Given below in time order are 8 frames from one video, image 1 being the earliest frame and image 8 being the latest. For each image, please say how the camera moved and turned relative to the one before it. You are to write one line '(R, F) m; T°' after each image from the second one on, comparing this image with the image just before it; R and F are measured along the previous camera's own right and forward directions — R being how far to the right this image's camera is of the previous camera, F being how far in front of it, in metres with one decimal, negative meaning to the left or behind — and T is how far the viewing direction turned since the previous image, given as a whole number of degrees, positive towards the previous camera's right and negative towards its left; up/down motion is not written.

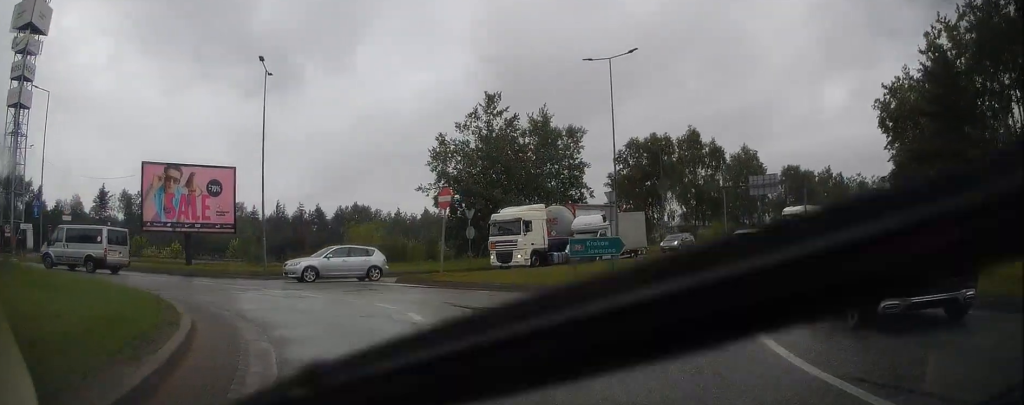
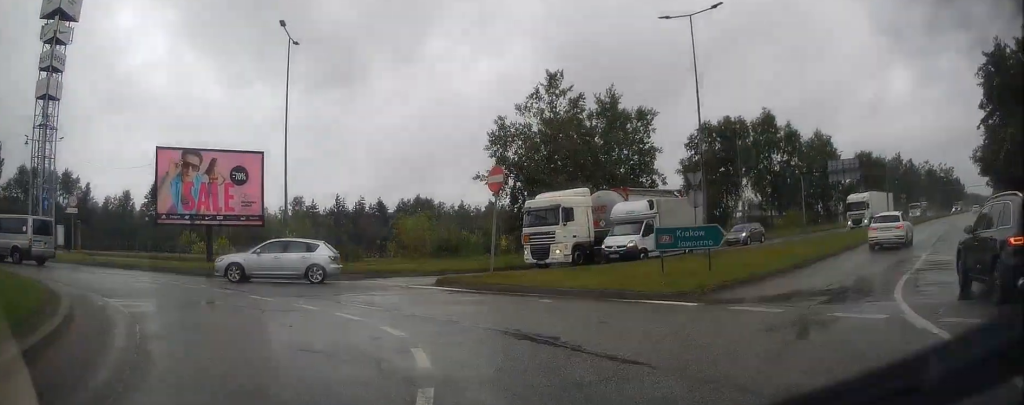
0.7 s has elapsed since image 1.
(0.0, +4.9) m; -11°
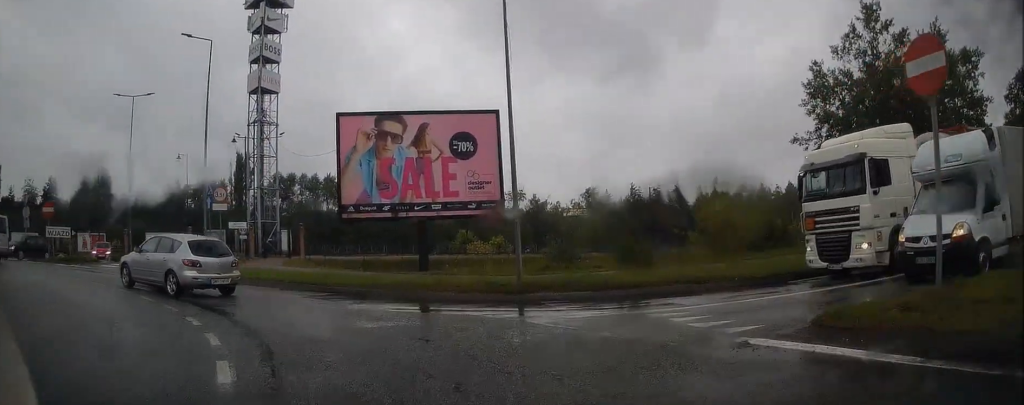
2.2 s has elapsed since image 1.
(-3.8, +10.6) m; -39°
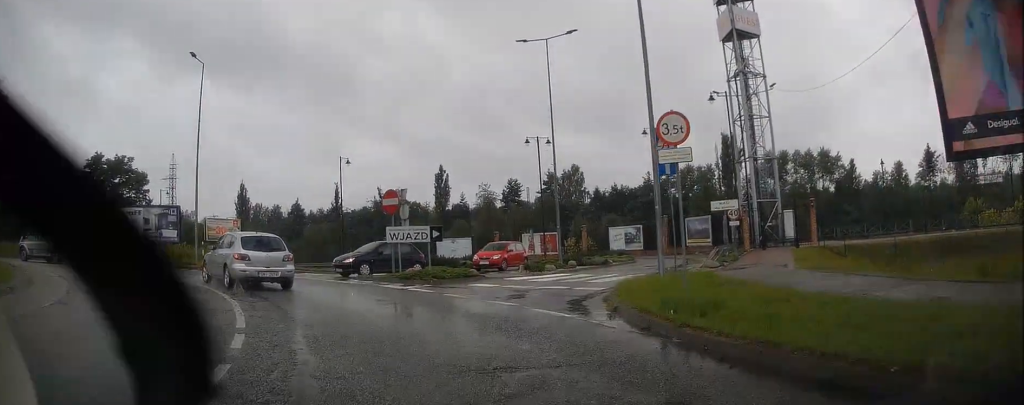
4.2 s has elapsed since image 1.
(-5.7, +12.5) m; -44°
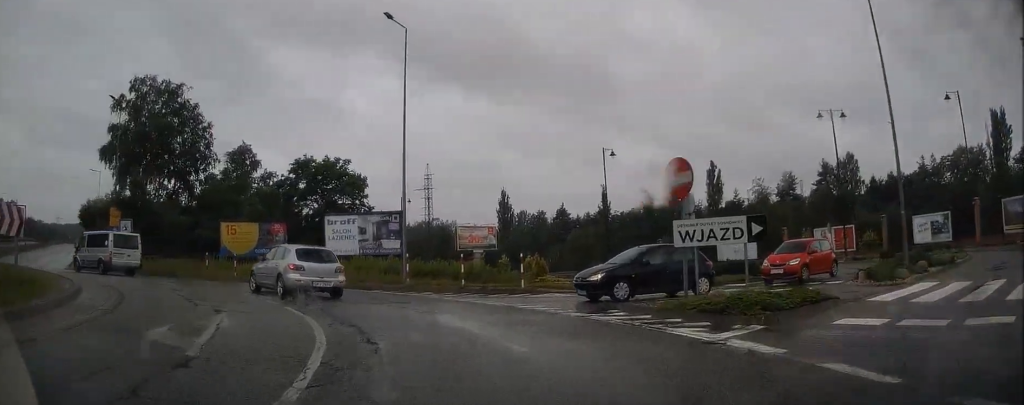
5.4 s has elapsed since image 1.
(-1.5, +8.7) m; -24°
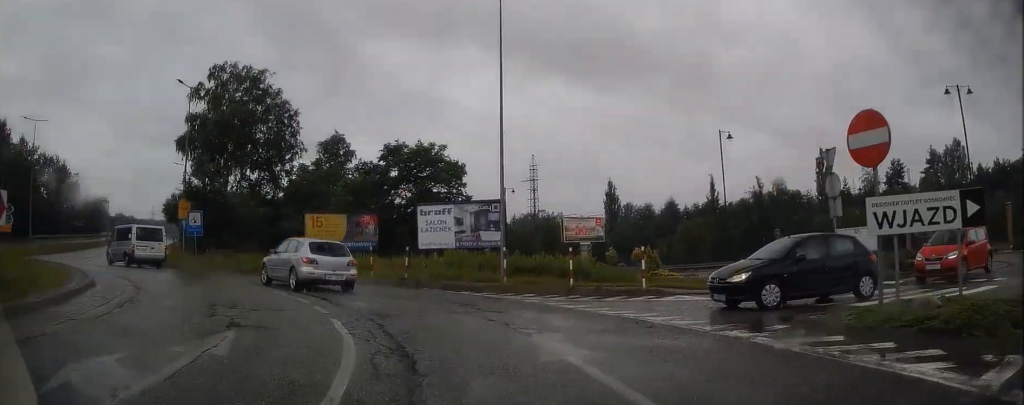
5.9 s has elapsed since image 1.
(-0.4, +3.7) m; -10°
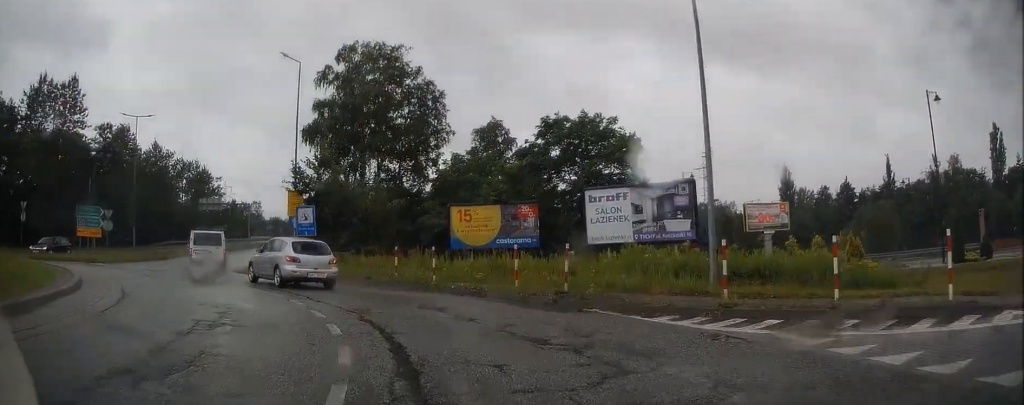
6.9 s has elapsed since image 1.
(-1.4, +7.3) m; -16°
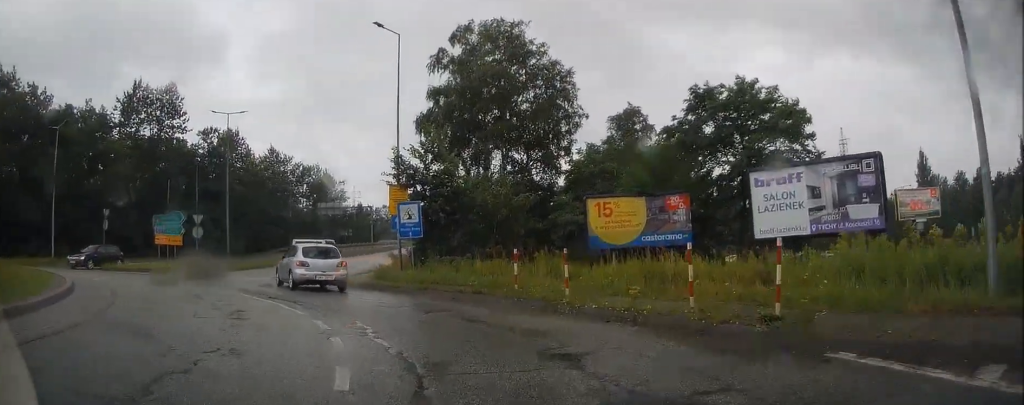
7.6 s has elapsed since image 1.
(0.0, +5.7) m; -10°
